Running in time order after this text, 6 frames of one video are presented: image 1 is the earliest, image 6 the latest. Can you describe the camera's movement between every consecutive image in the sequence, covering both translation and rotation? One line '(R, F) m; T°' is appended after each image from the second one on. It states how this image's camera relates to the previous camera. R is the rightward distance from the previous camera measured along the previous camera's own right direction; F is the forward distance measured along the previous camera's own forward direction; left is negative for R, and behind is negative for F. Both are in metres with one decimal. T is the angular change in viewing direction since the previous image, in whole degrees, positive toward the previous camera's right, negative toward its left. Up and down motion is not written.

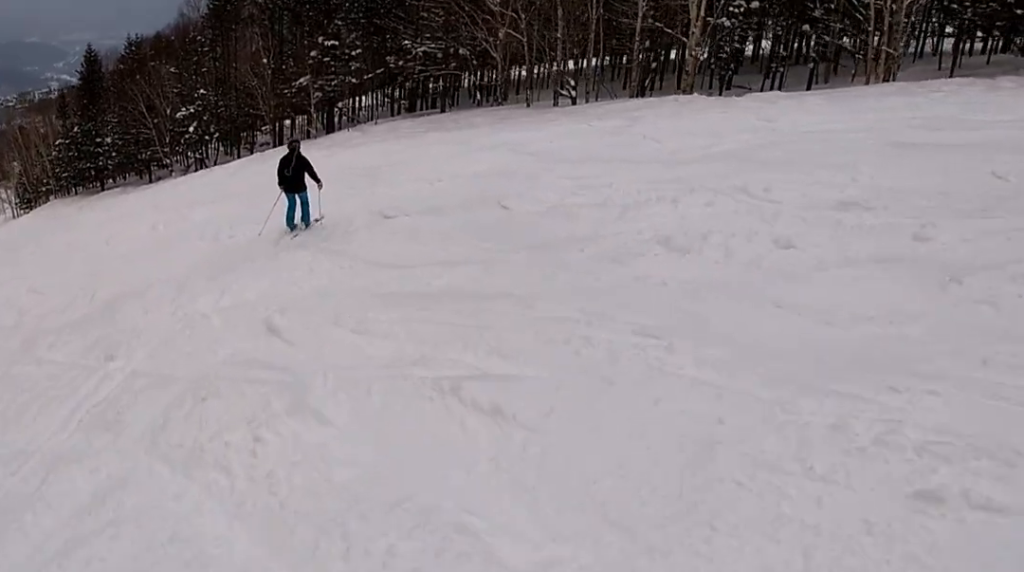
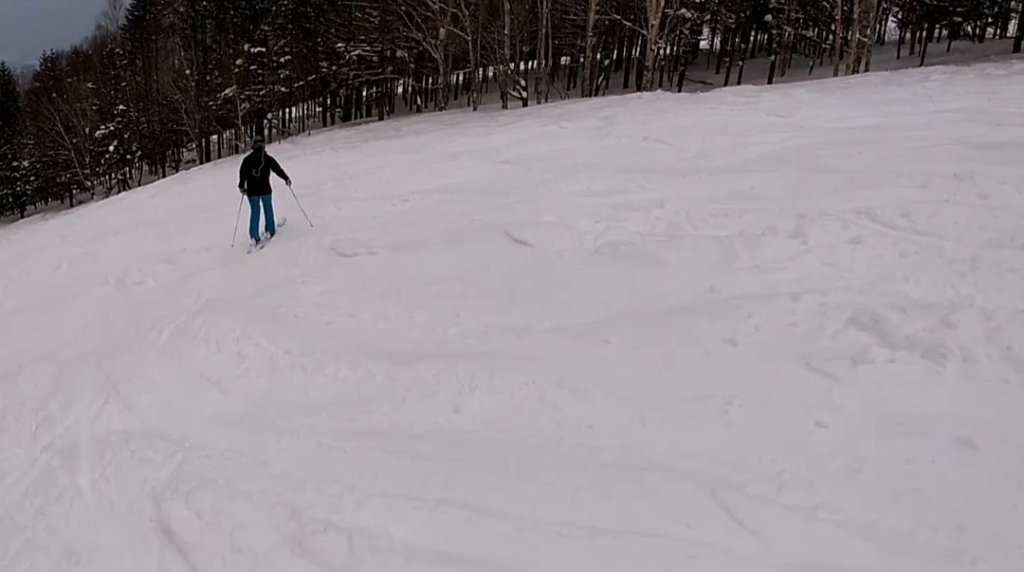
(0.0, +2.4) m; +7°
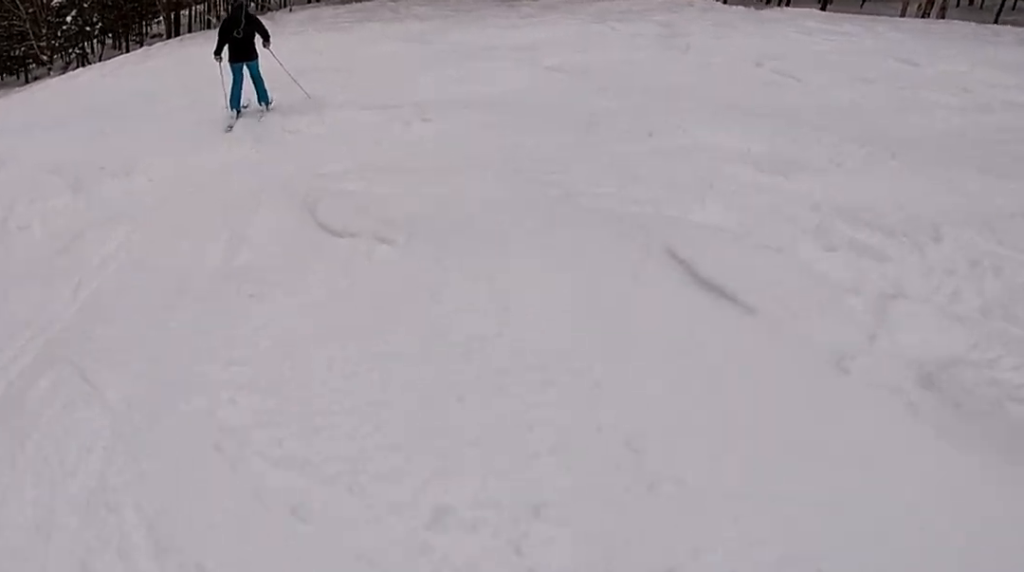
(+0.9, +3.1) m; +4°
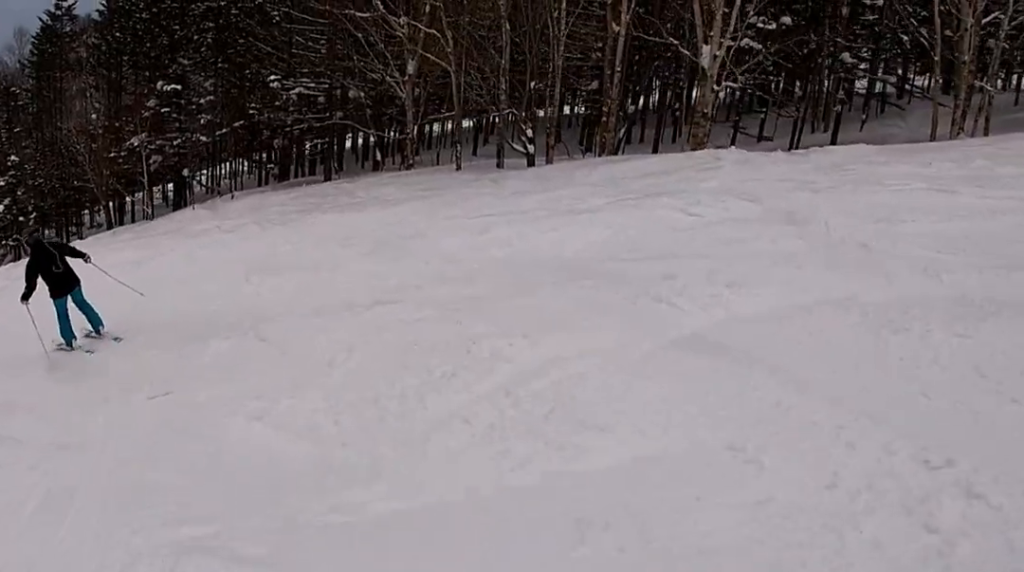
(0.0, +5.4) m; -20°
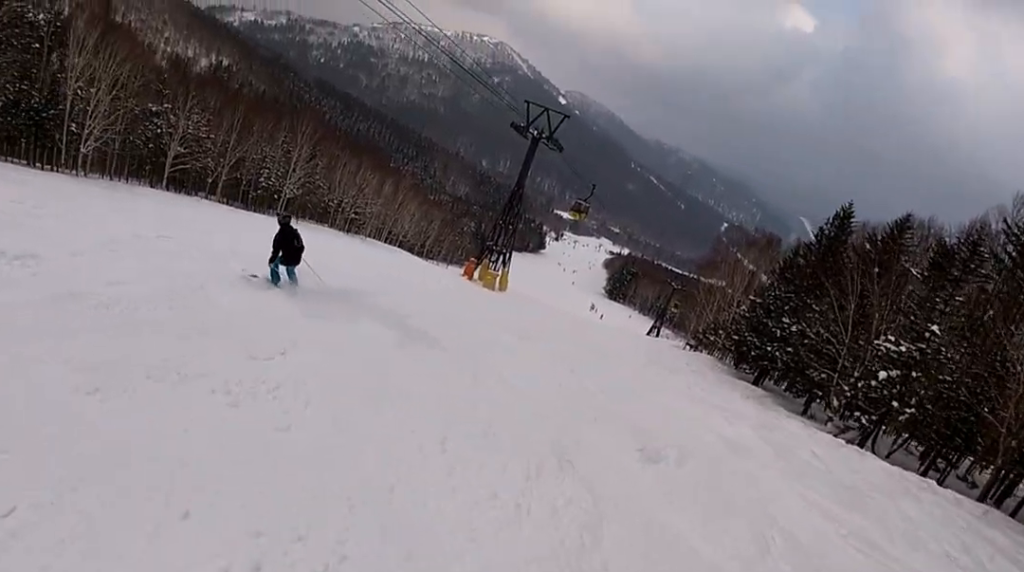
(-7.0, +8.2) m; -78°
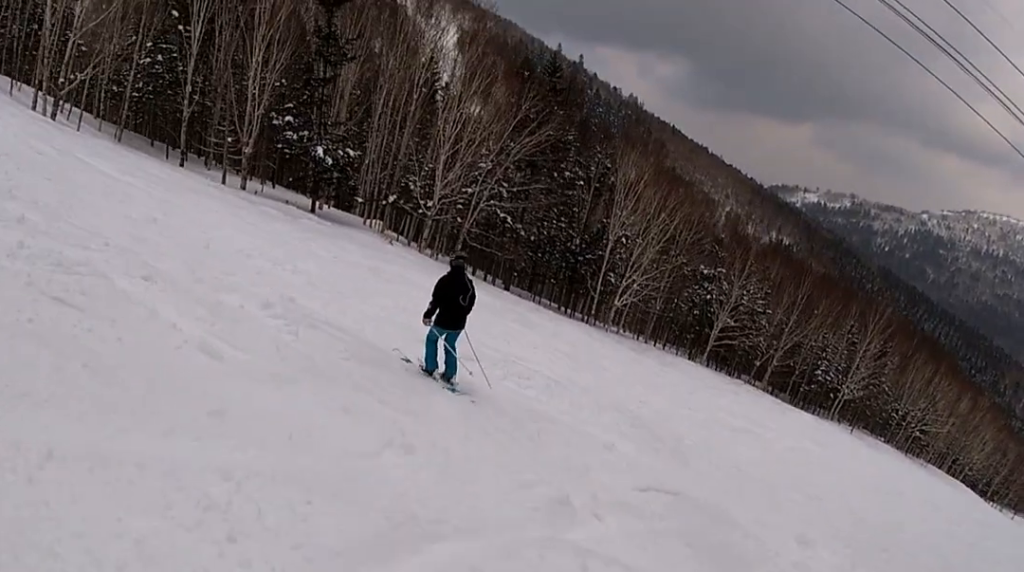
(-4.1, +6.6) m; -45°
